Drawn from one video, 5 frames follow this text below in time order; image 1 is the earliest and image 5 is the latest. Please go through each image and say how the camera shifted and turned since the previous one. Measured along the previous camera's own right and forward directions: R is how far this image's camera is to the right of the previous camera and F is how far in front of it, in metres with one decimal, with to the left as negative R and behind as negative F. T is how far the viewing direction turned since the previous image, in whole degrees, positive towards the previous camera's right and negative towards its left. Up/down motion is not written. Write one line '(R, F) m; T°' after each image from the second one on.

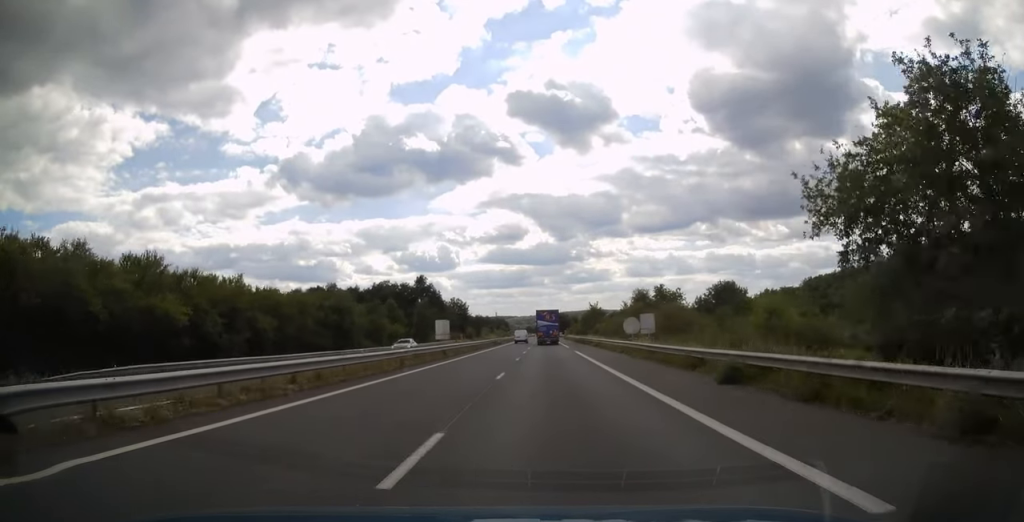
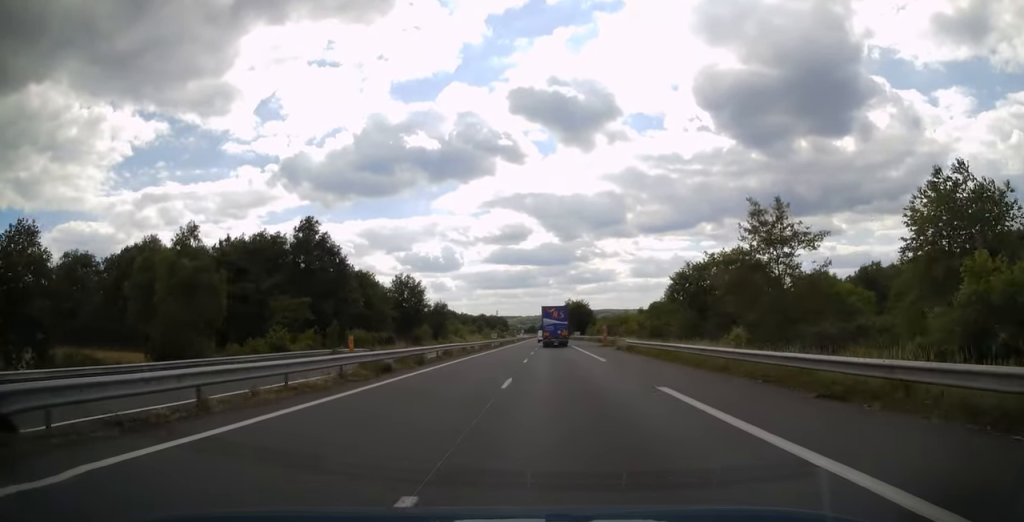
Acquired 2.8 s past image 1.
(-0.2, +80.3) m; 0°
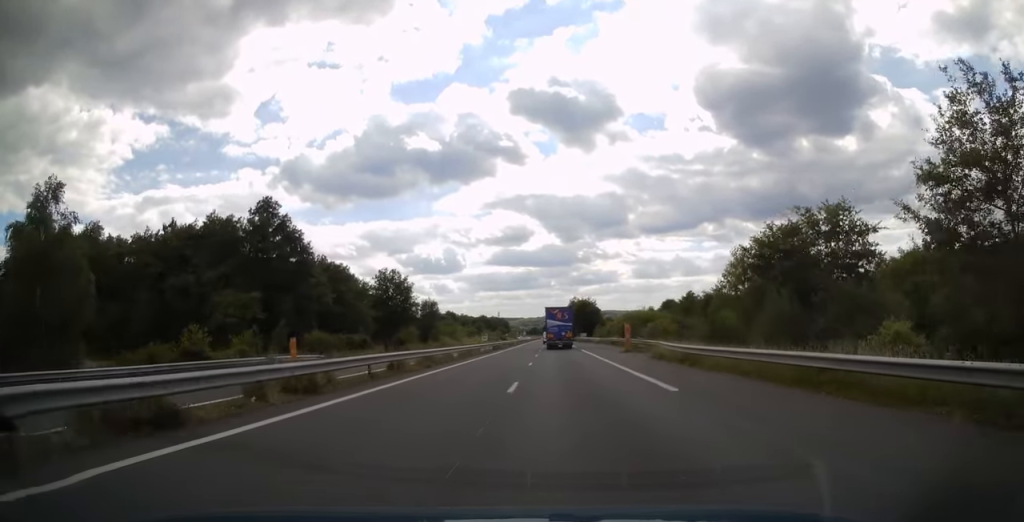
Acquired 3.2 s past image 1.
(0.0, +13.6) m; 0°
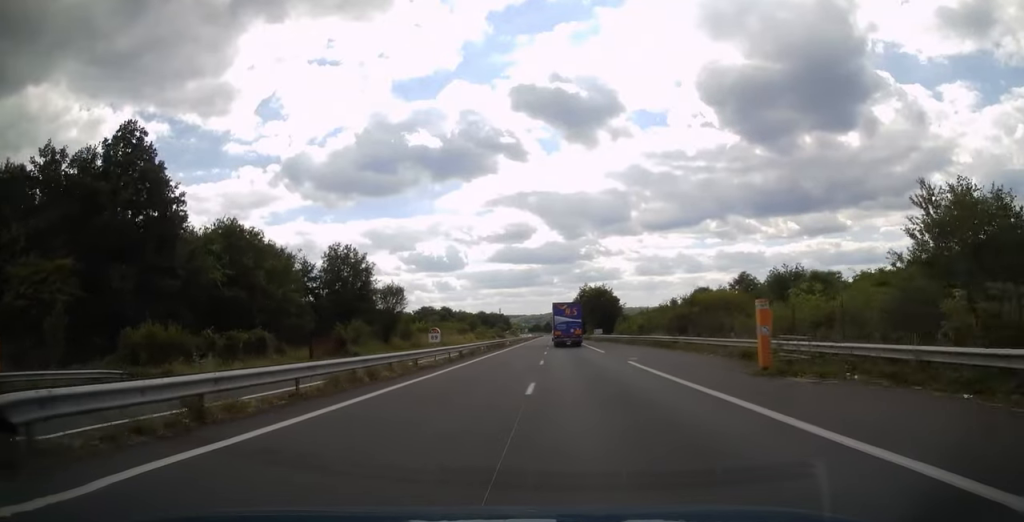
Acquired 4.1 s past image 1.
(-0.2, +26.7) m; 0°
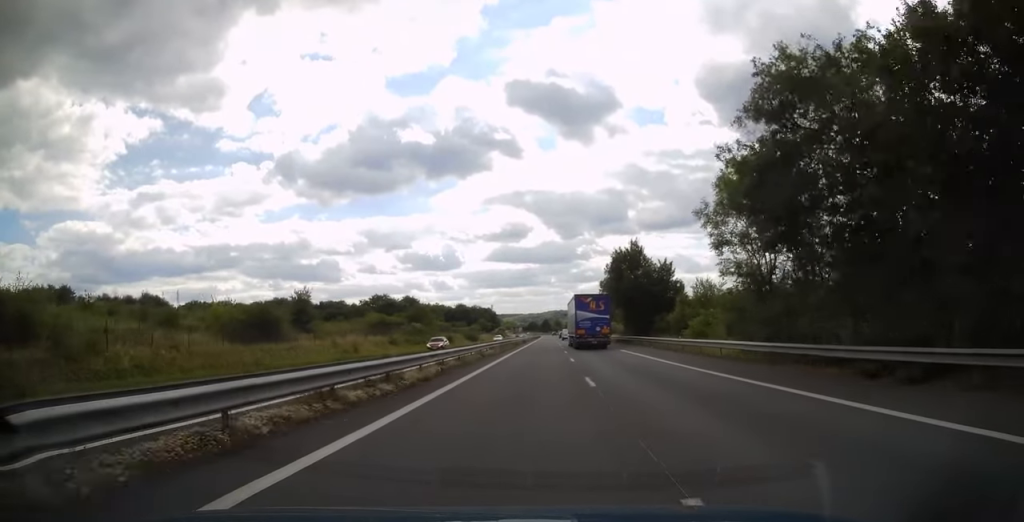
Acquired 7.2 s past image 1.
(-0.1, +88.5) m; 0°
